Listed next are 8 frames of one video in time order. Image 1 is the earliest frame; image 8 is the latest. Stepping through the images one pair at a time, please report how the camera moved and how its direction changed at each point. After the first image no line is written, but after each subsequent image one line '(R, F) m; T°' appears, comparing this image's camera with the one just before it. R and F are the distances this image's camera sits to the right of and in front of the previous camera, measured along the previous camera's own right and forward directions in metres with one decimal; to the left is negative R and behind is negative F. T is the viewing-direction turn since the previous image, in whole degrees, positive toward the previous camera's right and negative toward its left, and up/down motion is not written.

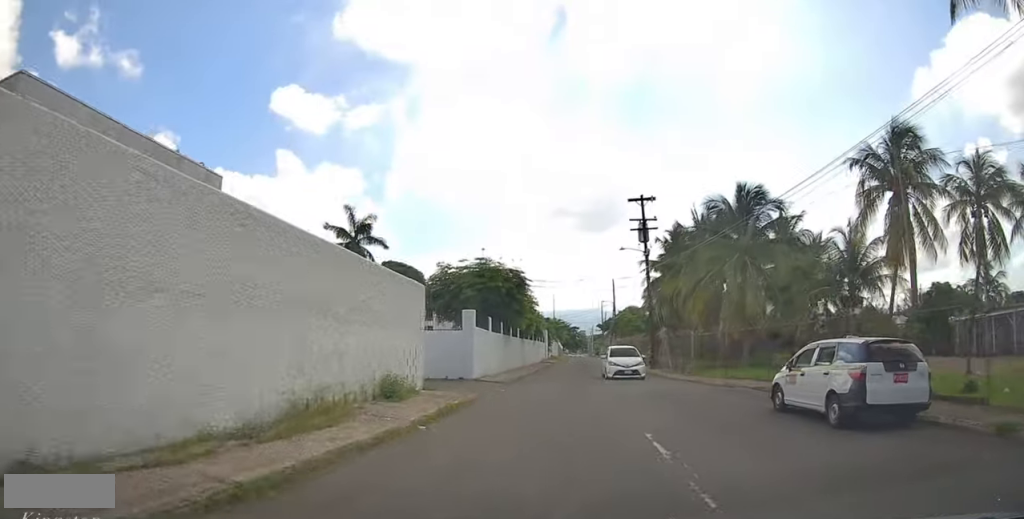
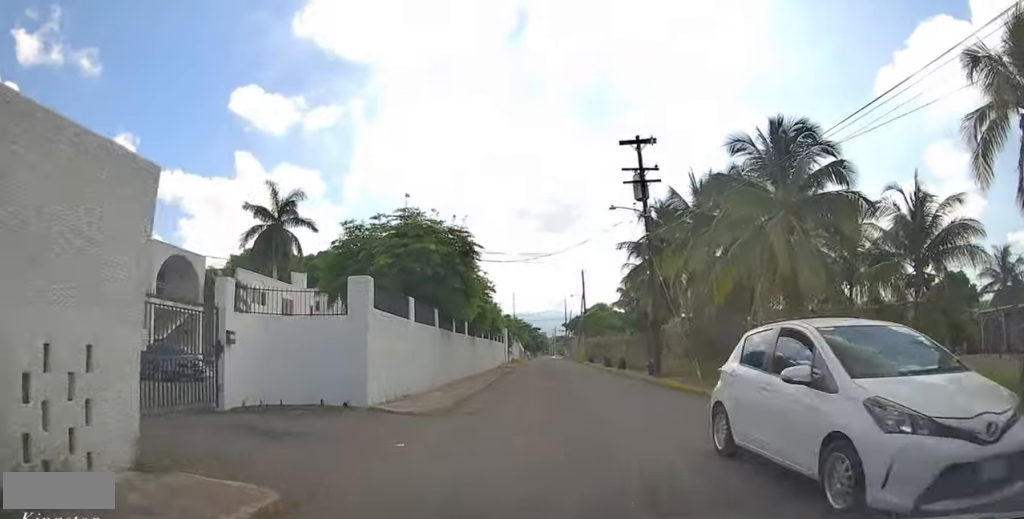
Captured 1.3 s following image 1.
(0.0, +9.0) m; +2°
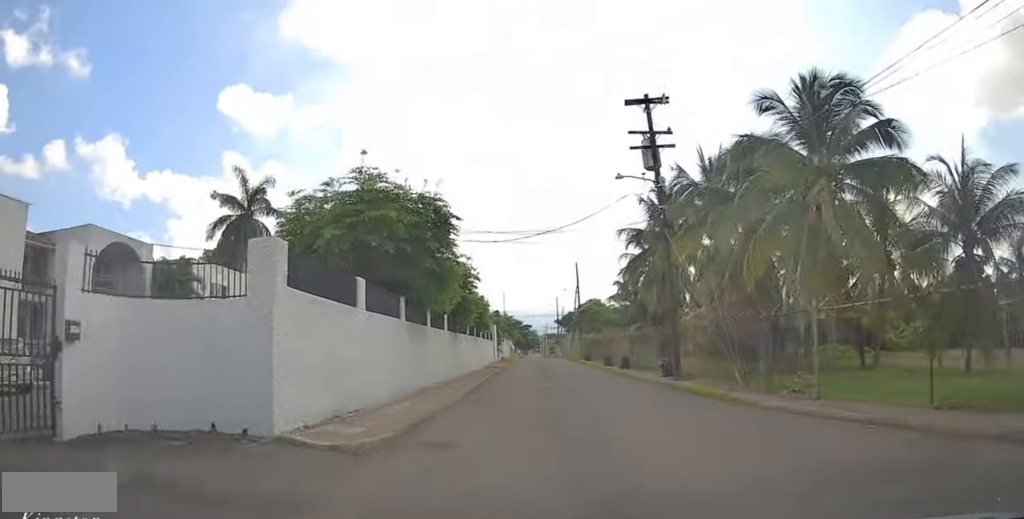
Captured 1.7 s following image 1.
(0.0, +3.5) m; +1°
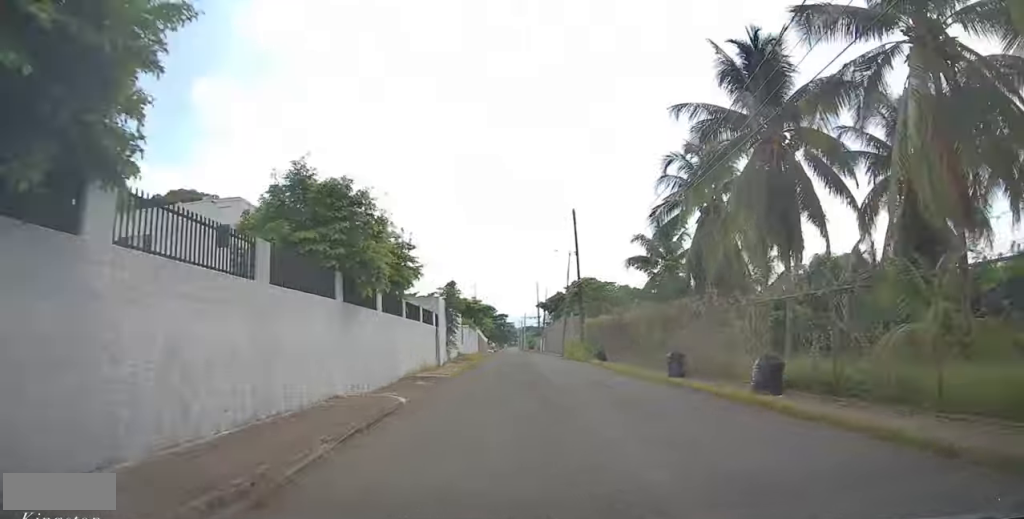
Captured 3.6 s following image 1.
(+0.7, +19.6) m; +3°
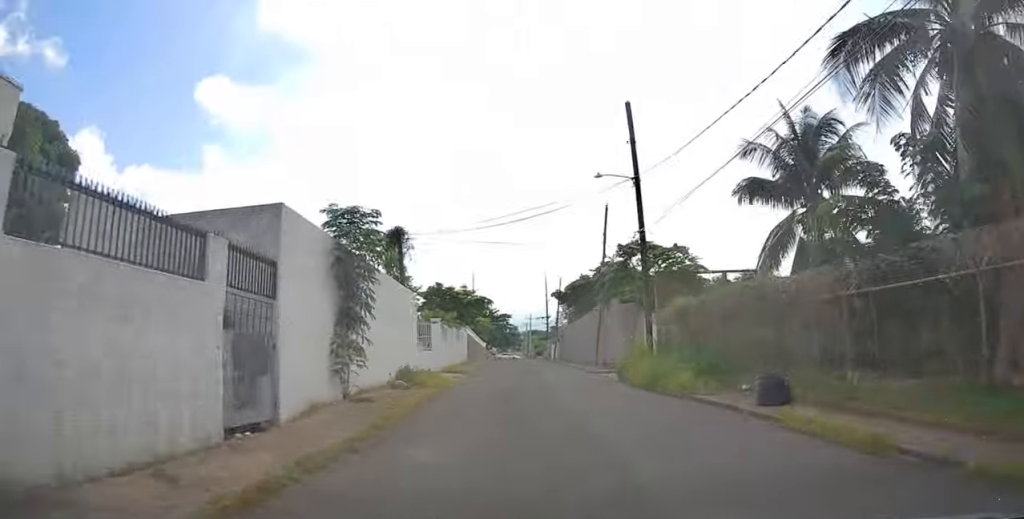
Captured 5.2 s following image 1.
(+0.1, +18.6) m; 0°
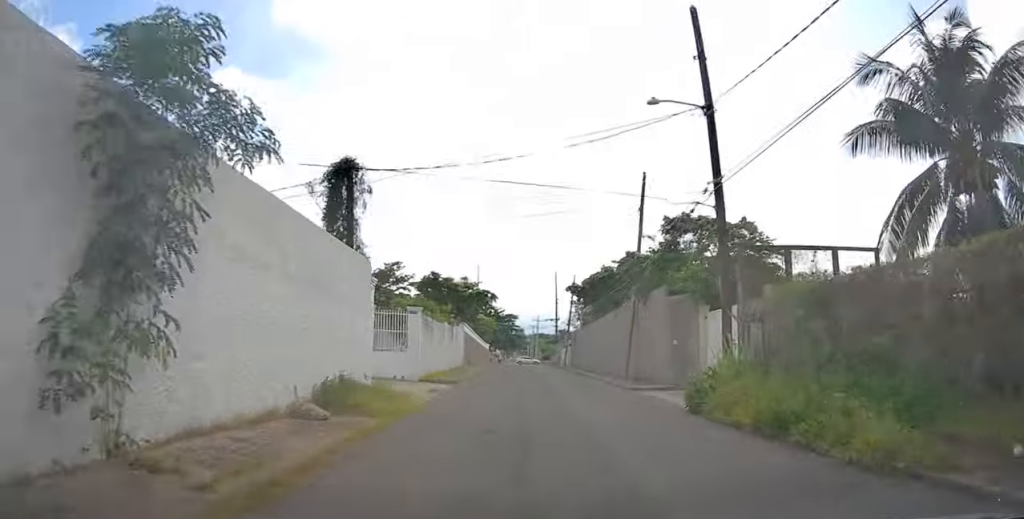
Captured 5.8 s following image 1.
(0.0, +7.5) m; 0°
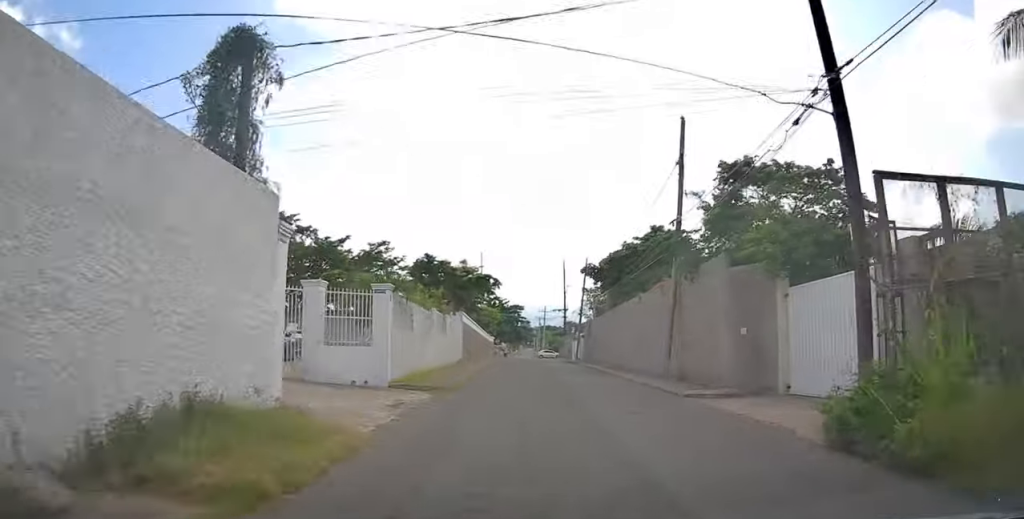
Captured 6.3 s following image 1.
(0.0, +5.8) m; 0°
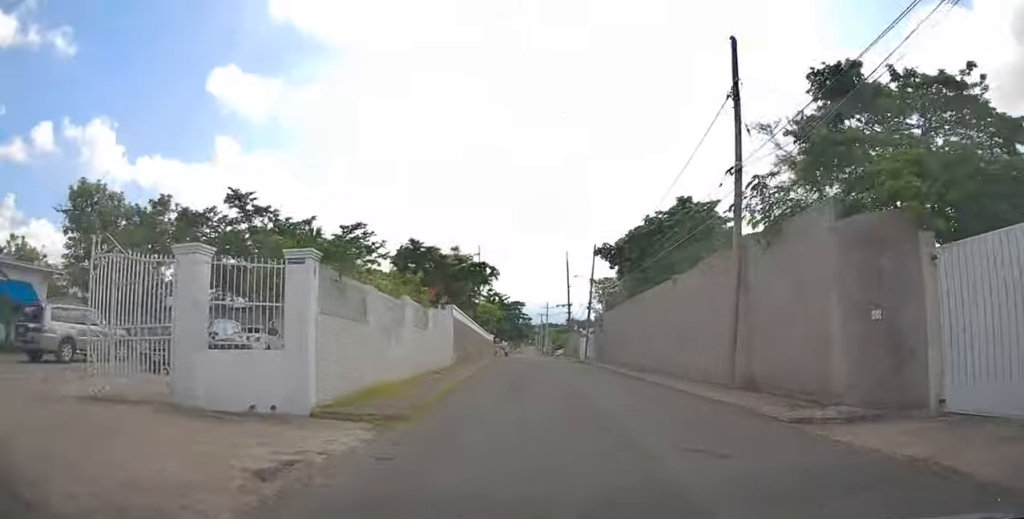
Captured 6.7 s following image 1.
(0.0, +5.8) m; 0°
